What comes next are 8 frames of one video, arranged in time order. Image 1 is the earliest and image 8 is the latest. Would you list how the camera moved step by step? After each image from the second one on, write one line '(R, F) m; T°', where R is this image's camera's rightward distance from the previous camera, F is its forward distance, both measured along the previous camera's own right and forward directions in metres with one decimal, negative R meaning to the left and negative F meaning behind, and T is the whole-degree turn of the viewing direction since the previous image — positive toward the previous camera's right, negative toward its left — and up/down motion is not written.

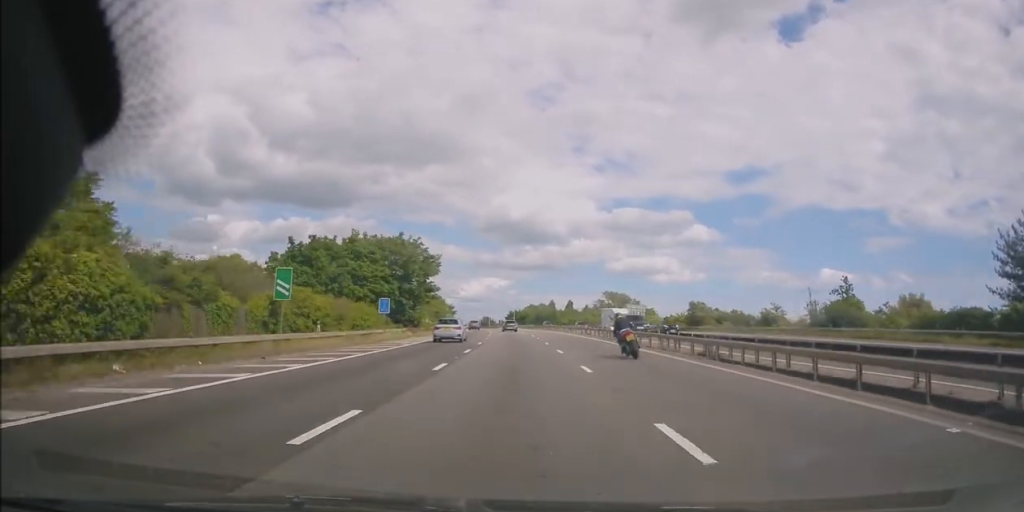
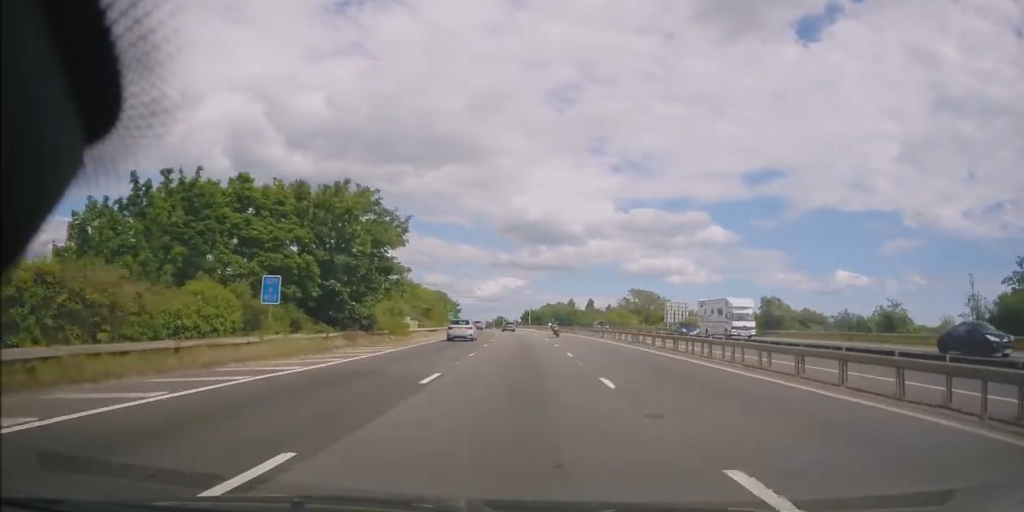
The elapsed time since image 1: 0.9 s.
(-0.5, +20.6) m; -2°
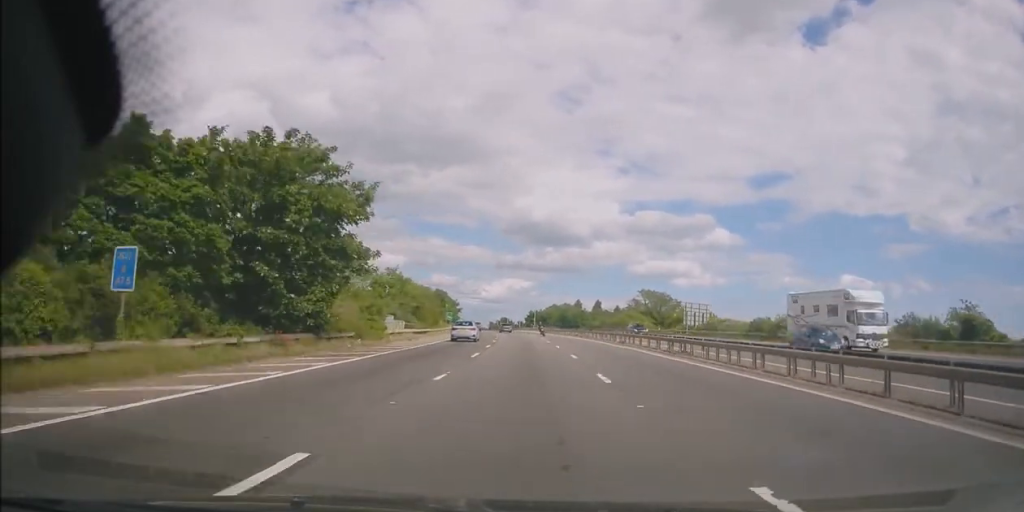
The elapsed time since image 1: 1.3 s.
(-0.2, +8.8) m; 0°
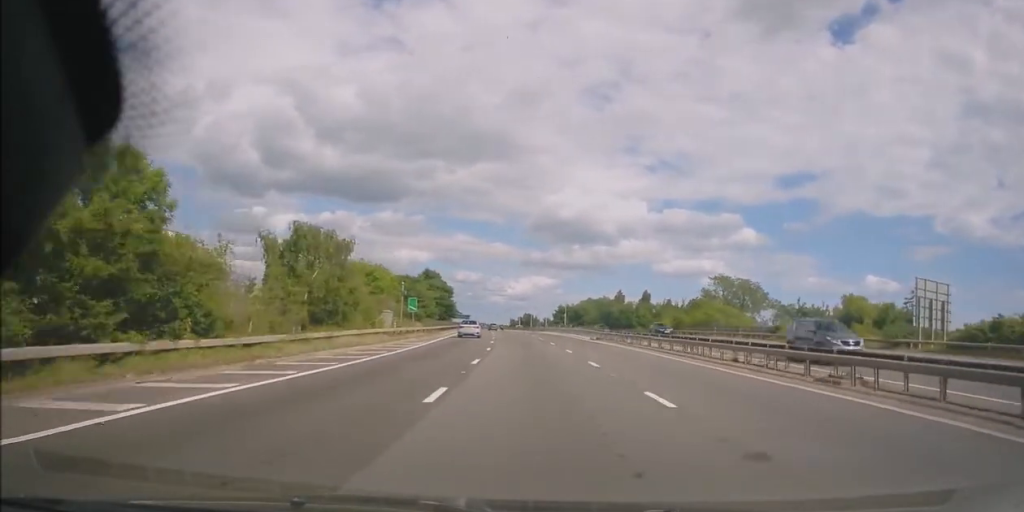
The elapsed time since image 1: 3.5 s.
(-0.4, +49.0) m; -3°
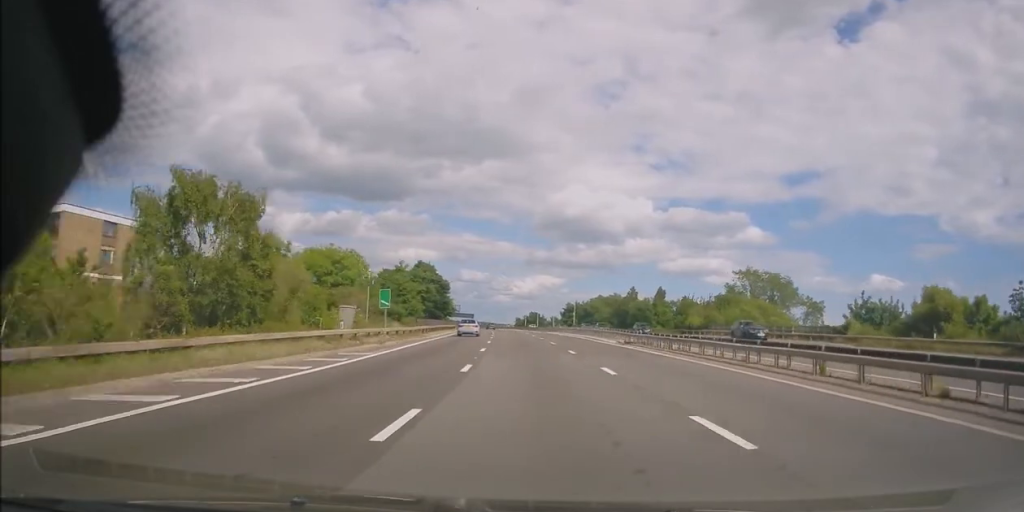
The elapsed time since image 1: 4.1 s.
(-0.2, +12.1) m; -1°
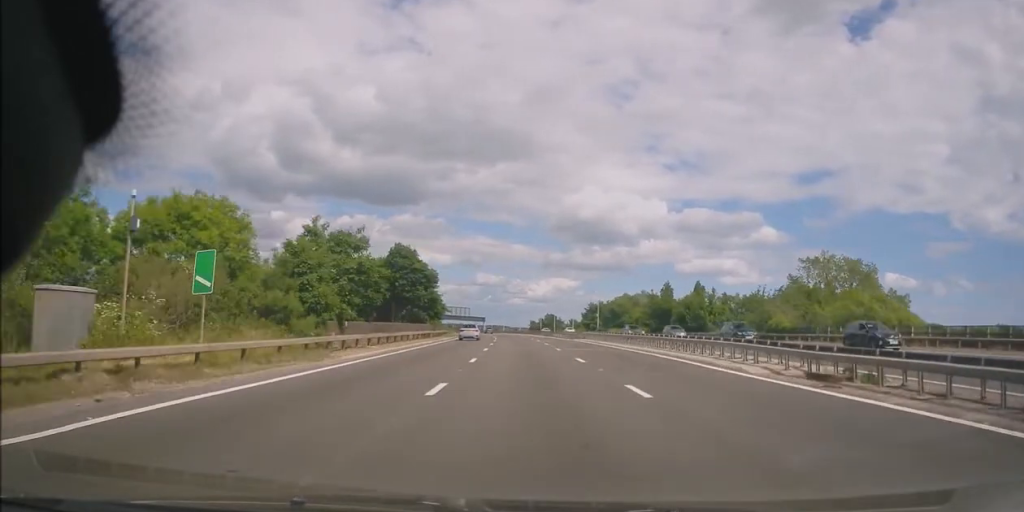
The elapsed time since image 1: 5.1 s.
(-0.4, +23.5) m; -1°
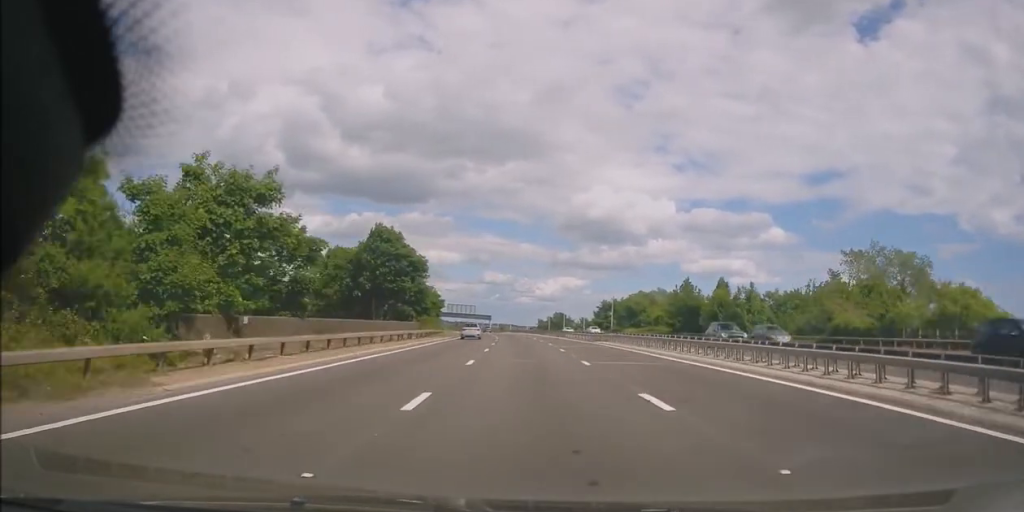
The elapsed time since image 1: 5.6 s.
(-0.1, +11.5) m; 0°
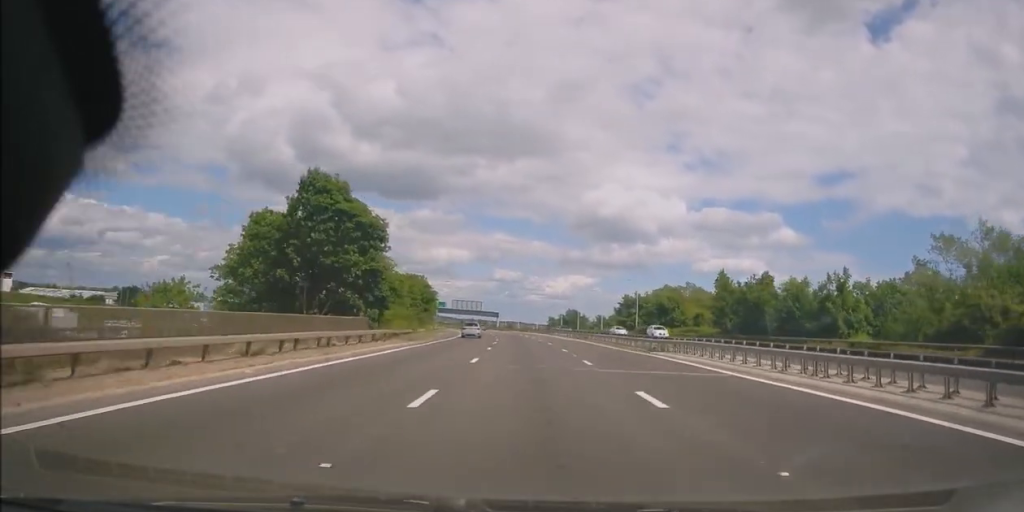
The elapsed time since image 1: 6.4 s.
(+0.1, +19.3) m; 0°
